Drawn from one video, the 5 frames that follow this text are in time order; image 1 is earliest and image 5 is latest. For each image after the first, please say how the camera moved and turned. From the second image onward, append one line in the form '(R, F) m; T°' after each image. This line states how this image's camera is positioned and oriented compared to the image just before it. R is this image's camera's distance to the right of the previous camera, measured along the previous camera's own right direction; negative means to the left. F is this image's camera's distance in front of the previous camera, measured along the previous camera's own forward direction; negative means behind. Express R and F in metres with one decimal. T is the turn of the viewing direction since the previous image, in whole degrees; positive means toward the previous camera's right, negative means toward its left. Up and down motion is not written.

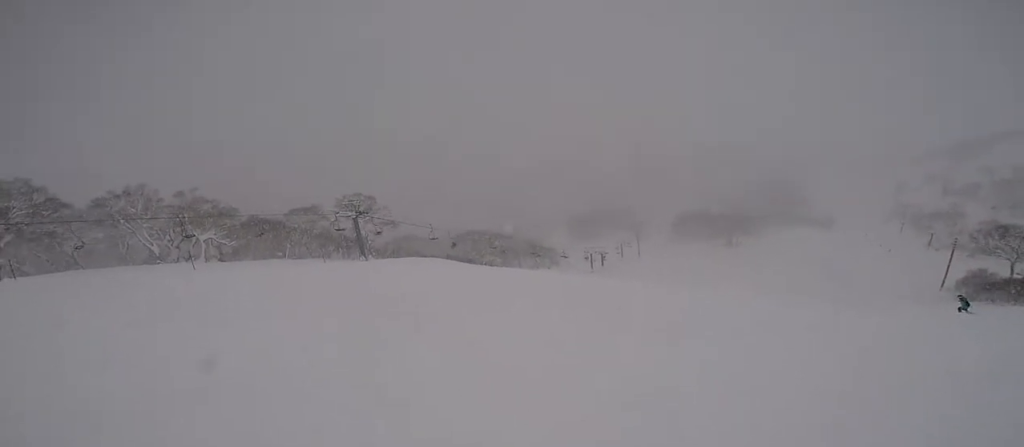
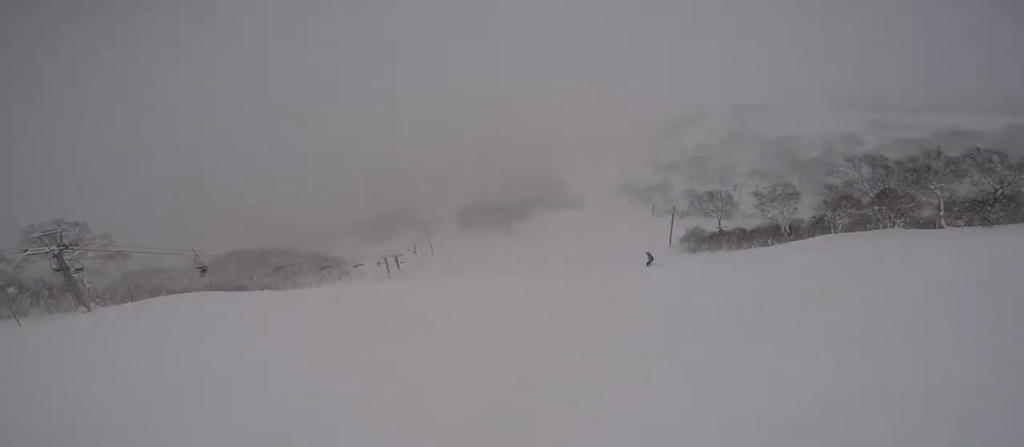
(-0.3, +4.3) m; +19°
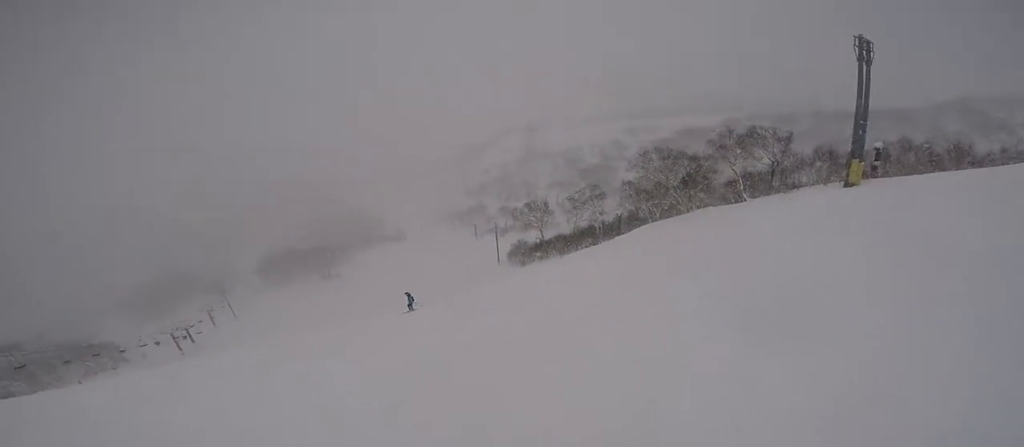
(+2.8, +2.9) m; +69°
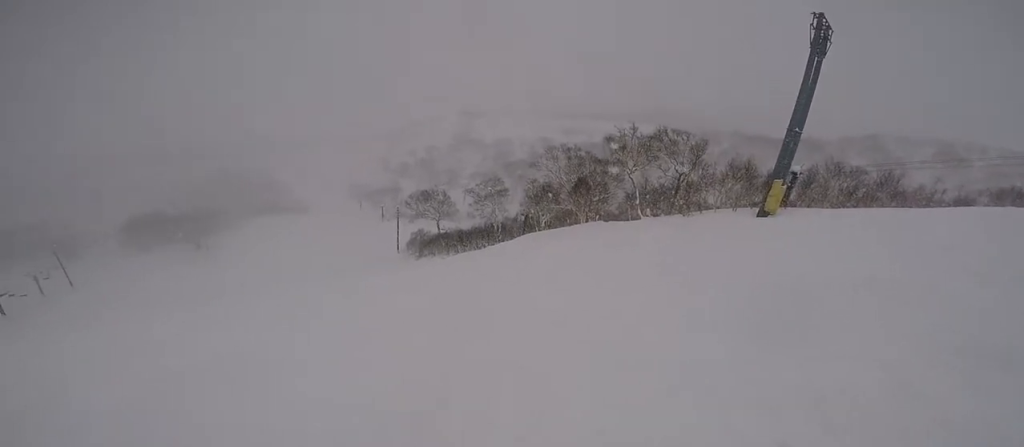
(+4.4, +10.0) m; +12°
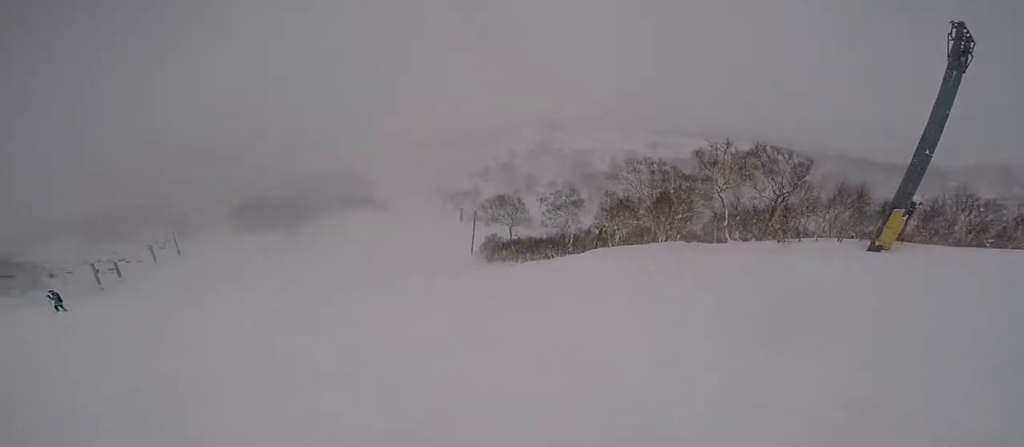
(+0.4, +1.6) m; -14°
